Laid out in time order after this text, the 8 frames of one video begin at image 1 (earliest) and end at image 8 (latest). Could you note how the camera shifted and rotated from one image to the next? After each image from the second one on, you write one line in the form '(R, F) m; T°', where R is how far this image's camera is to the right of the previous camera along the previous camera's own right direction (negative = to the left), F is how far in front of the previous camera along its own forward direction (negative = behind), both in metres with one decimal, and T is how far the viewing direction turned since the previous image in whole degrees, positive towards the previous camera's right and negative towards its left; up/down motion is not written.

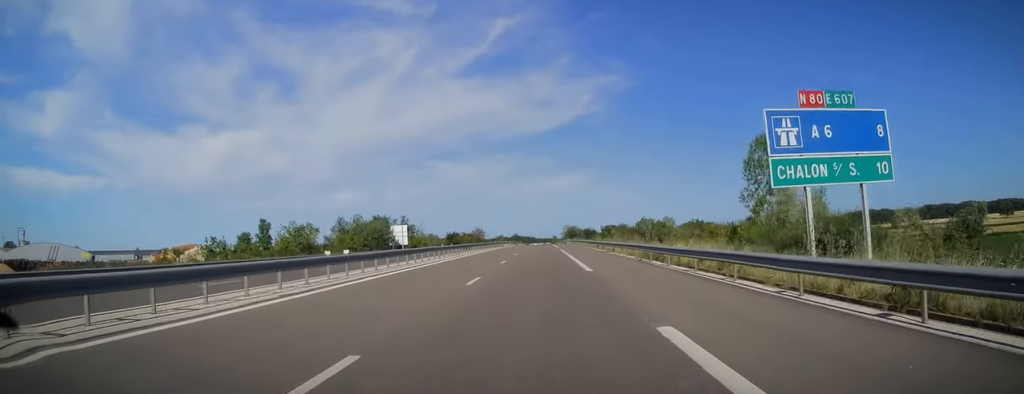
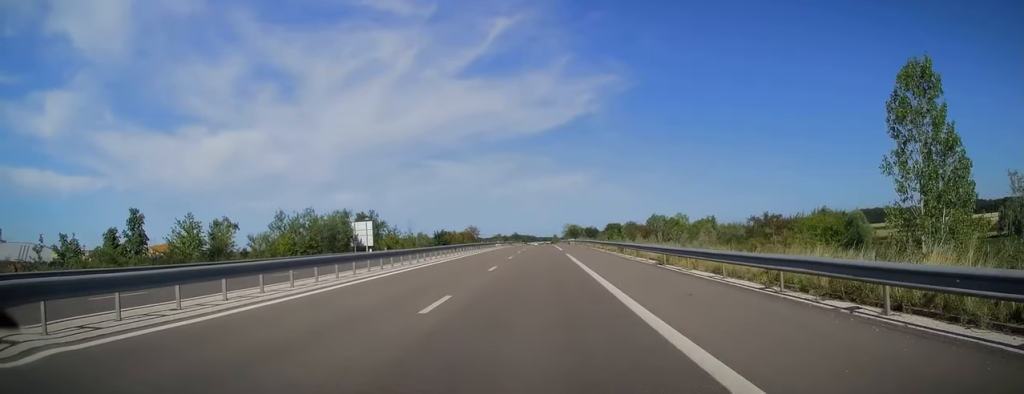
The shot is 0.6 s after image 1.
(-0.1, +19.0) m; 0°
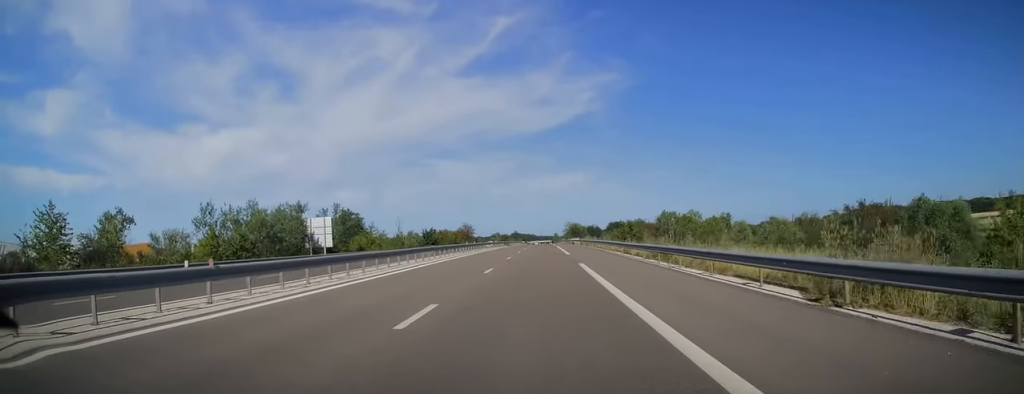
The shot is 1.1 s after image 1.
(+0.2, +14.6) m; 0°
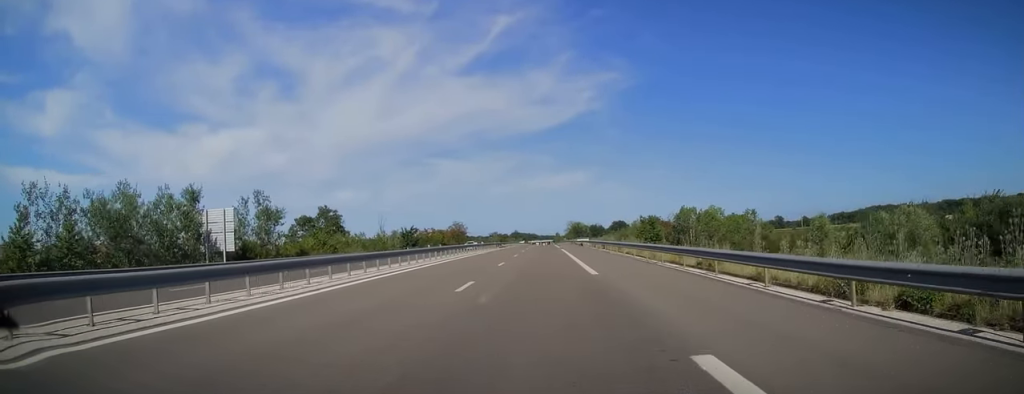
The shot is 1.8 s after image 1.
(+0.2, +20.0) m; 0°
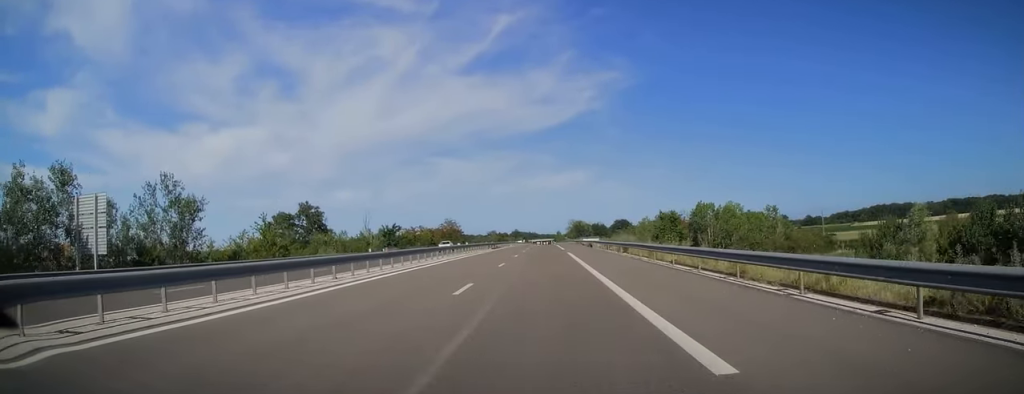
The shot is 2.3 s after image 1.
(-0.1, +13.7) m; 0°
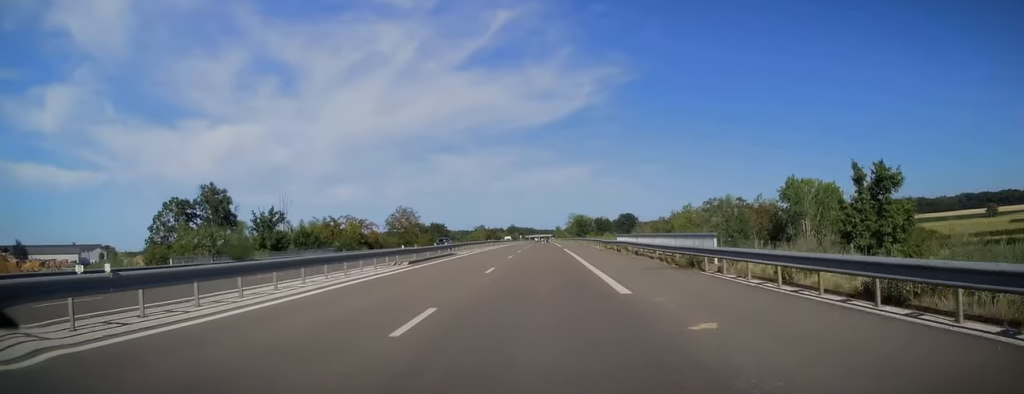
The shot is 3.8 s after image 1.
(-0.3, +44.7) m; 0°
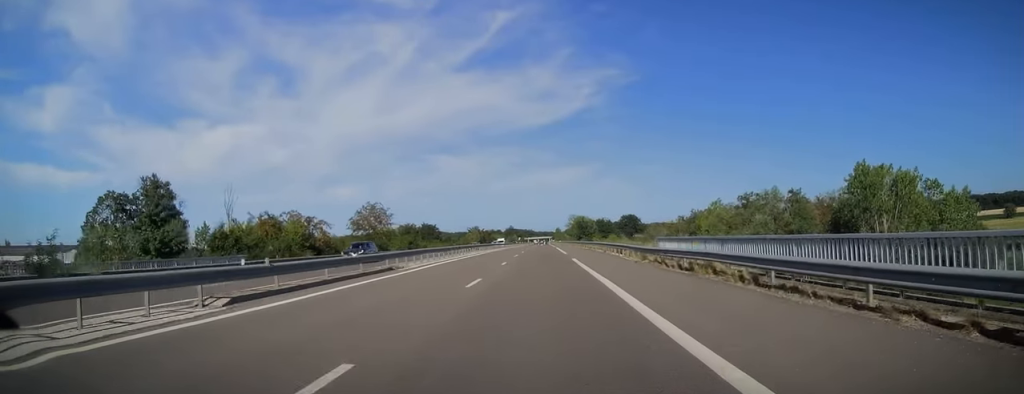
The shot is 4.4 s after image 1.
(0.0, +17.7) m; 0°
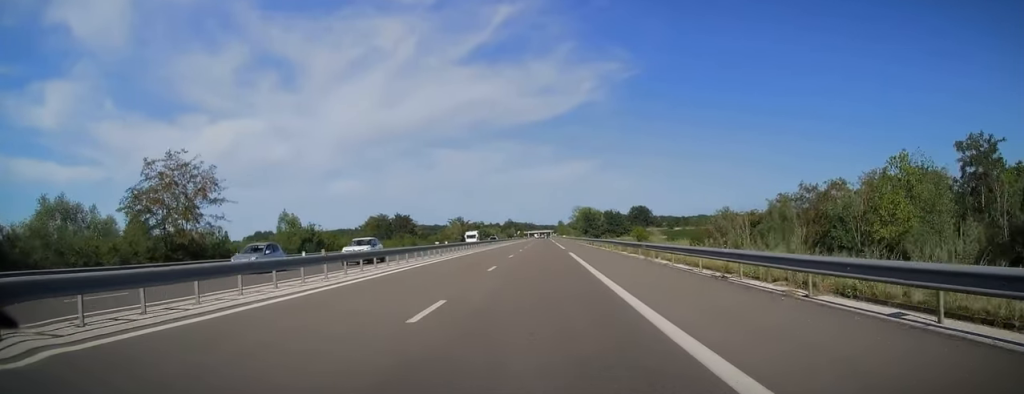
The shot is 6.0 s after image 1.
(+0.1, +45.8) m; 0°
